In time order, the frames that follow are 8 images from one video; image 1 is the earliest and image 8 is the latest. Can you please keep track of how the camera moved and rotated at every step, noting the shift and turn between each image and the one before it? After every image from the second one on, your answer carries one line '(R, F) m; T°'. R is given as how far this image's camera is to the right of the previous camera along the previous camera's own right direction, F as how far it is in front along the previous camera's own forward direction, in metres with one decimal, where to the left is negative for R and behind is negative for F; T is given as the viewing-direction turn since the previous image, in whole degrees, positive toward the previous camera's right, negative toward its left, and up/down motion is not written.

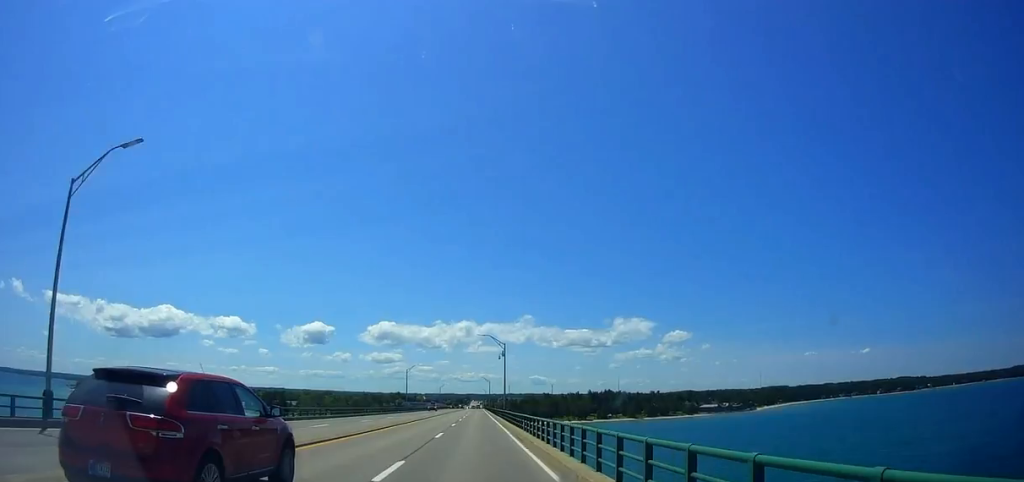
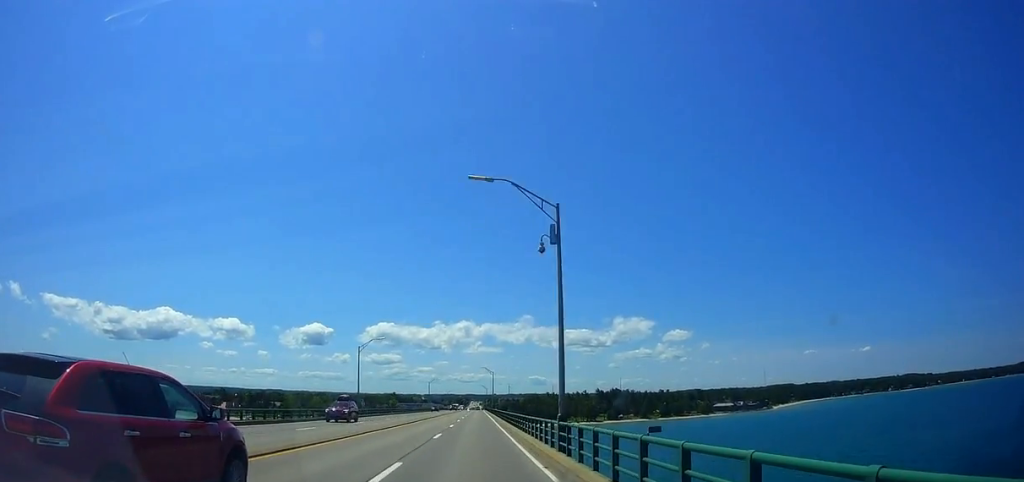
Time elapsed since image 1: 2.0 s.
(+0.8, +45.9) m; +1°
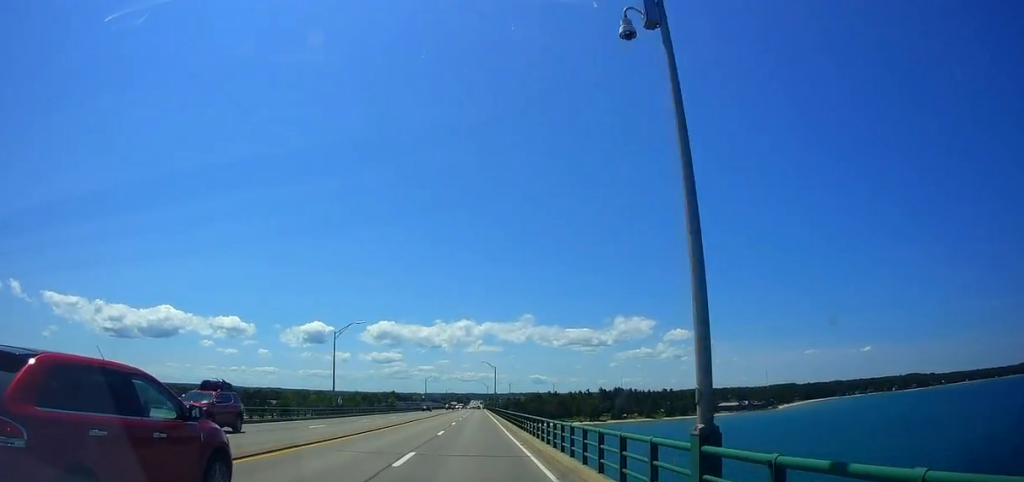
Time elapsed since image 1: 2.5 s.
(-0.1, +12.5) m; 0°
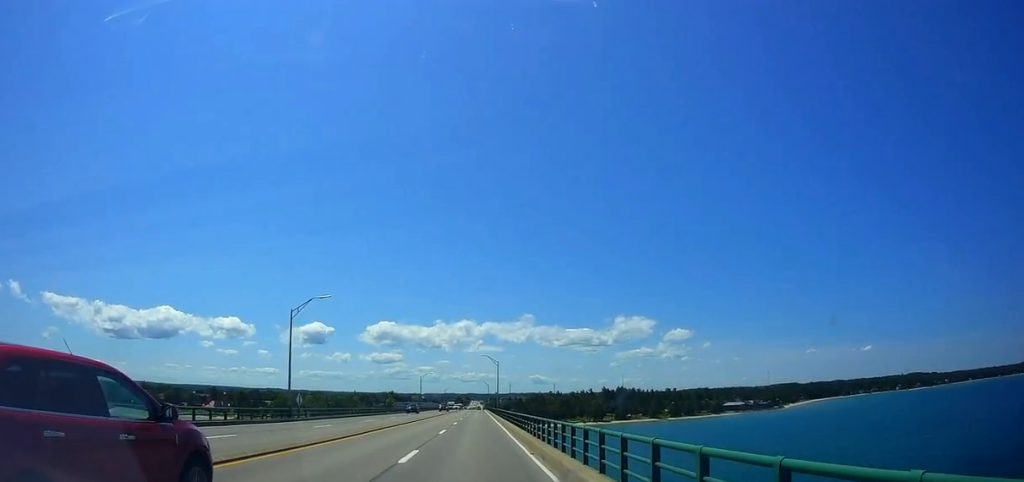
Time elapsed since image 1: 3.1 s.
(0.0, +14.0) m; 0°
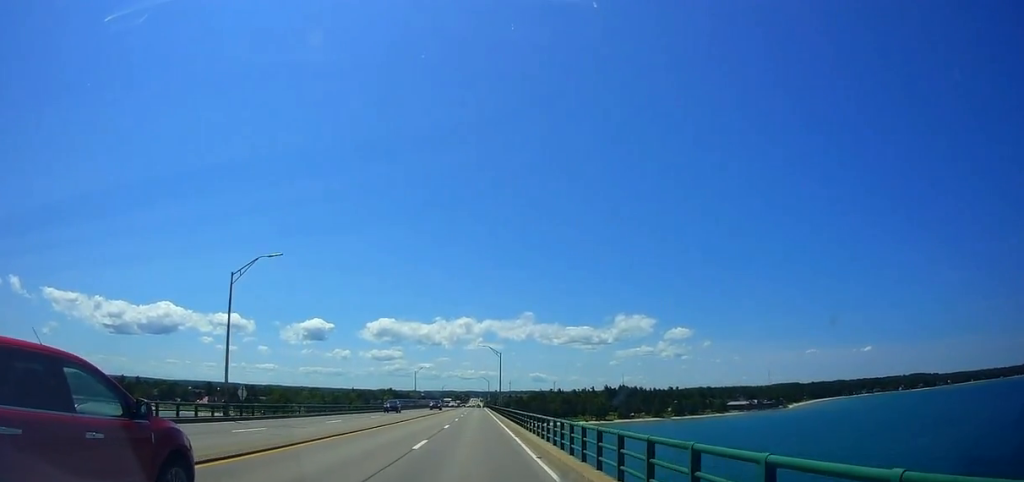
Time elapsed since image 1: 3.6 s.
(0.0, +11.7) m; 0°
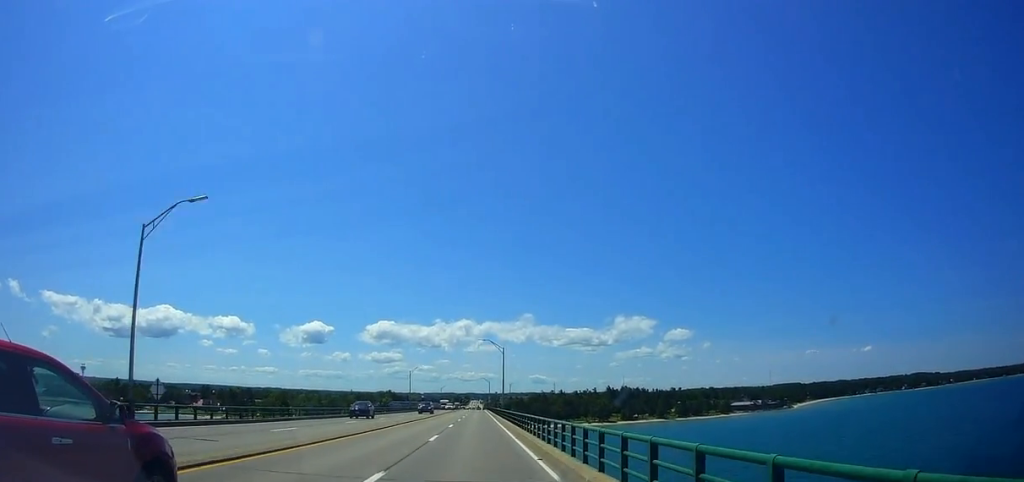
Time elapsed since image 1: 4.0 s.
(0.0, +10.1) m; 0°
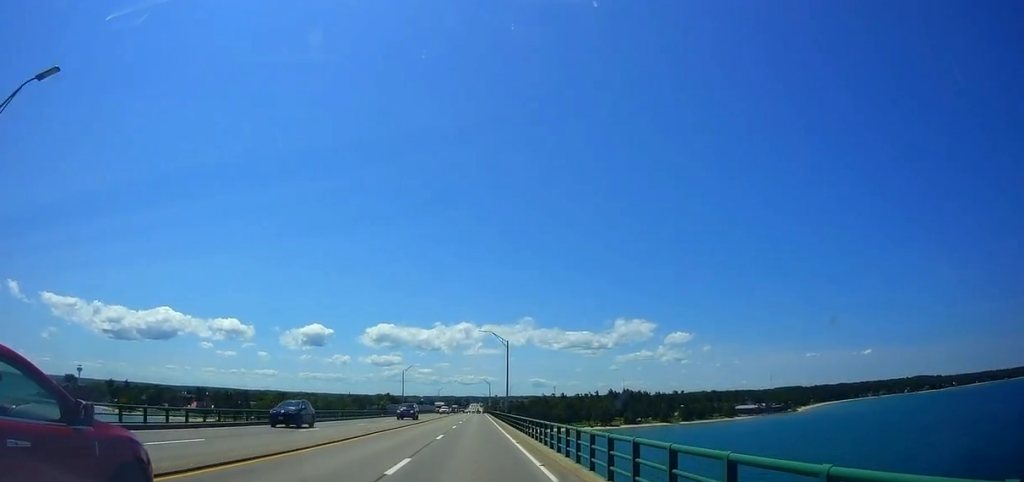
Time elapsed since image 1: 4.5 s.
(0.0, +11.0) m; 0°
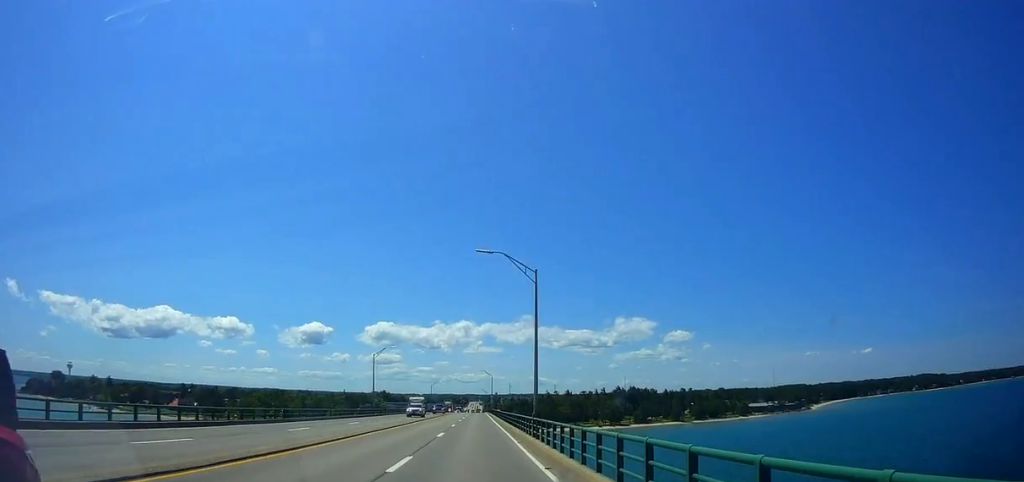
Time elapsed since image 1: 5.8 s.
(+0.1, +30.4) m; 0°
